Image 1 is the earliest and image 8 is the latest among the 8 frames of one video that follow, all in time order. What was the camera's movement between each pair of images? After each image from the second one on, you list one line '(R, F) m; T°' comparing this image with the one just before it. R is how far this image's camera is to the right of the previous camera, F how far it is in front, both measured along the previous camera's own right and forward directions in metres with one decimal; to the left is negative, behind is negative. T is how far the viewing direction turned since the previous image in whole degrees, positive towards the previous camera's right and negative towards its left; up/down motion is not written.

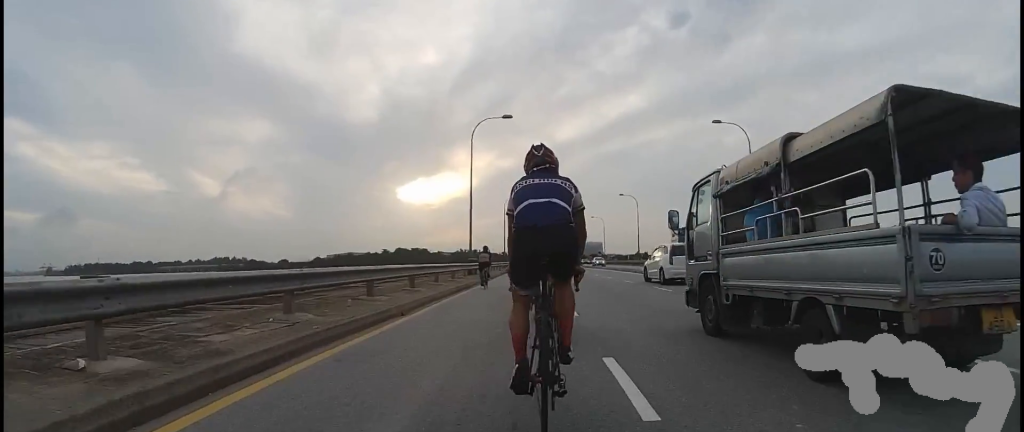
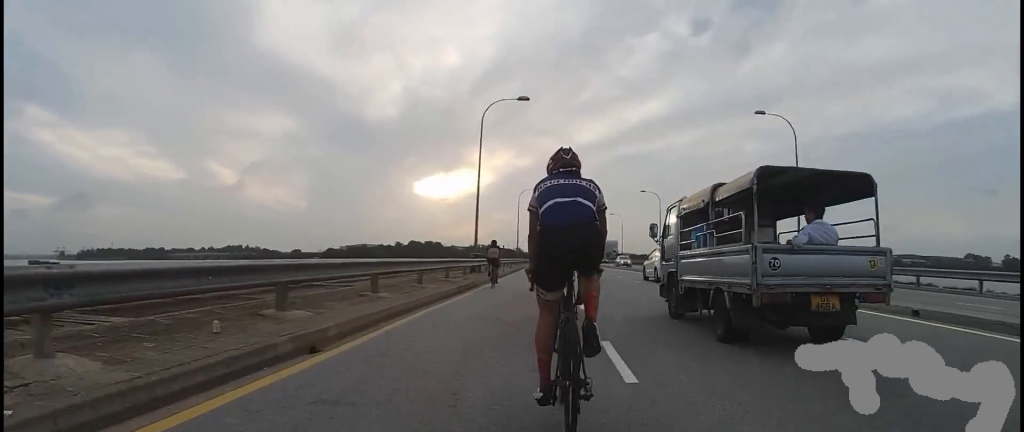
(-0.2, +4.7) m; 0°
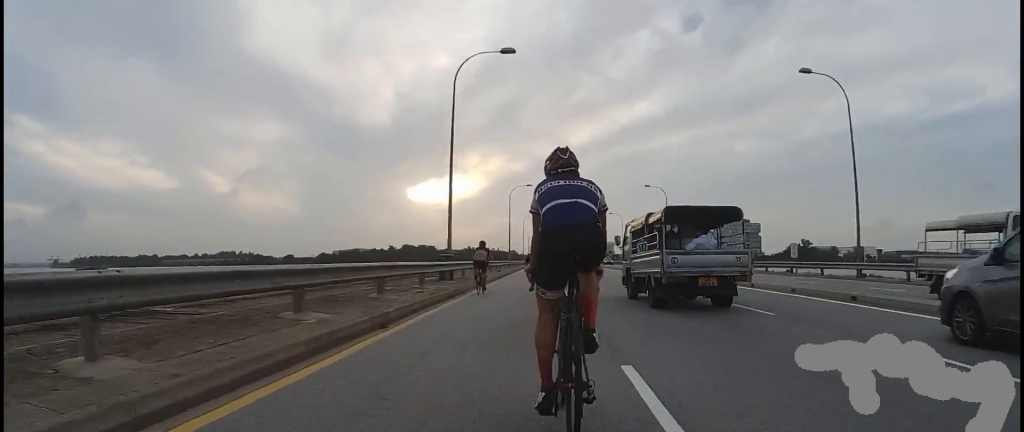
(+0.4, +7.6) m; 0°
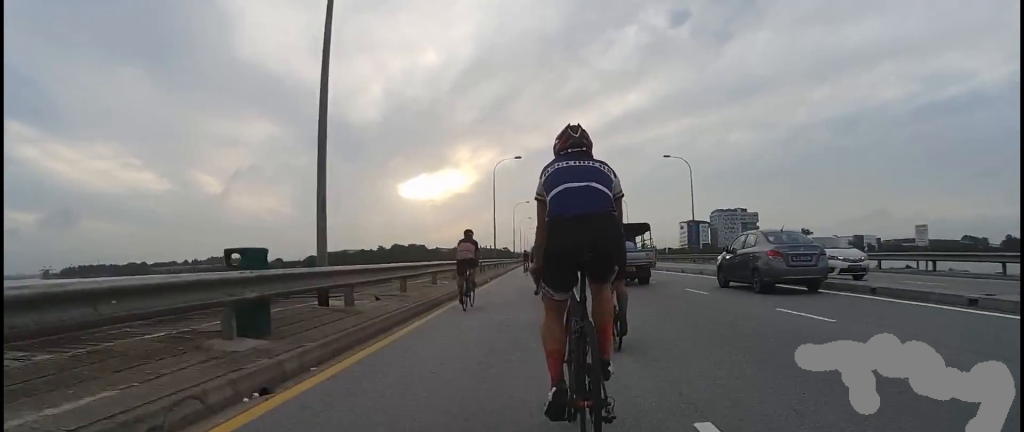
(-0.4, +13.9) m; 0°
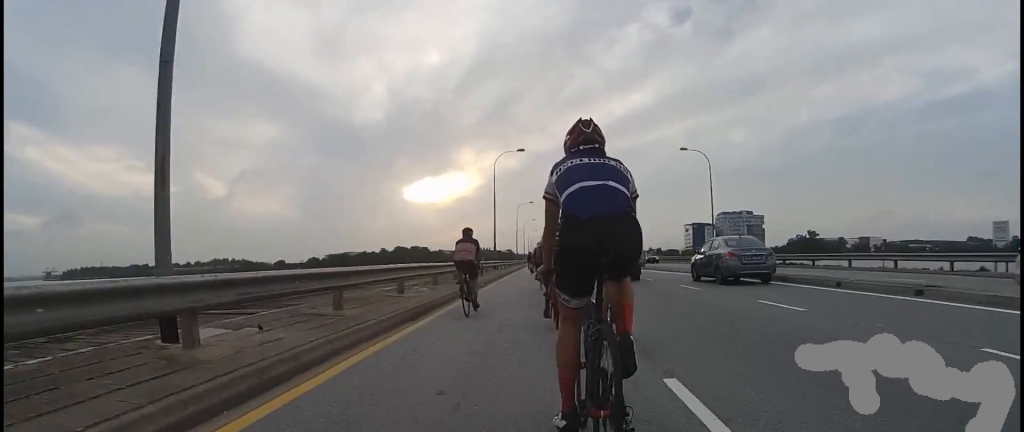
(0.0, +4.8) m; +1°
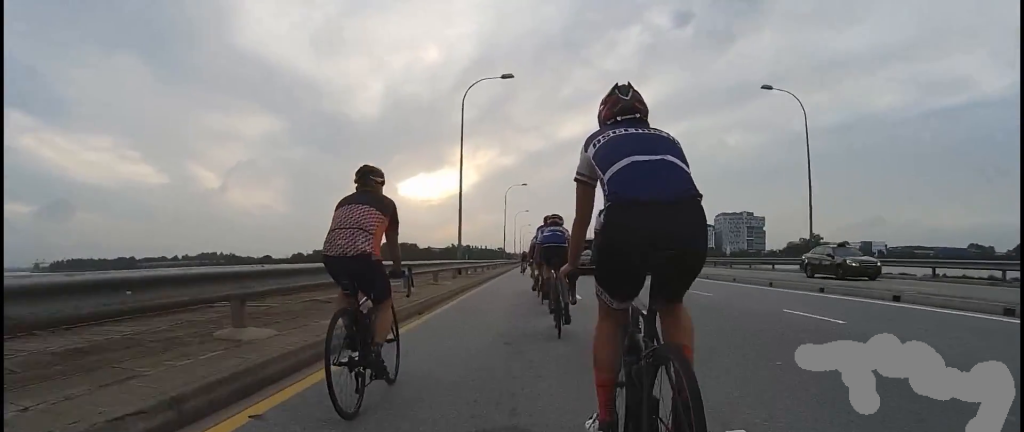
(+1.7, +19.0) m; 0°
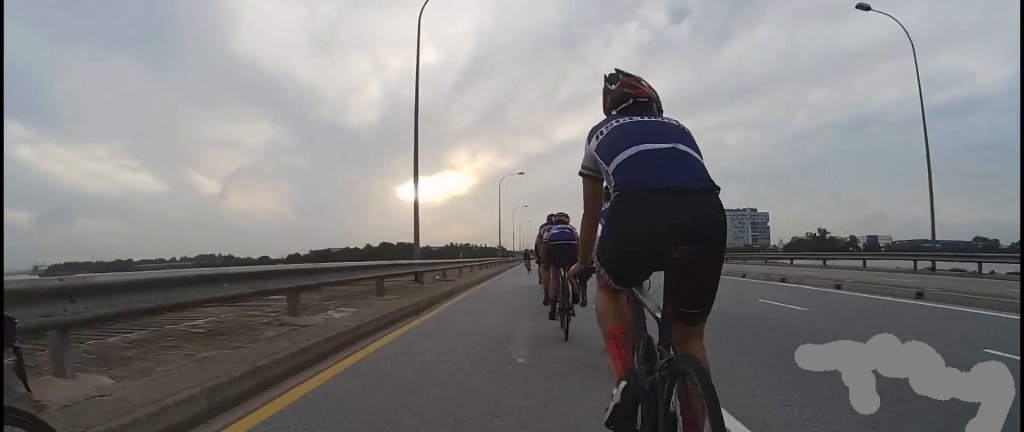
(-1.3, +10.4) m; -1°
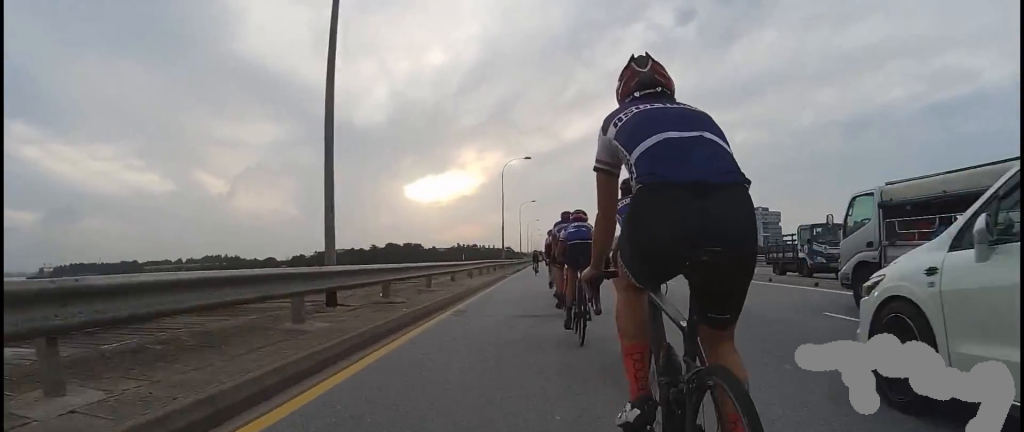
(+0.3, +8.0) m; +1°
